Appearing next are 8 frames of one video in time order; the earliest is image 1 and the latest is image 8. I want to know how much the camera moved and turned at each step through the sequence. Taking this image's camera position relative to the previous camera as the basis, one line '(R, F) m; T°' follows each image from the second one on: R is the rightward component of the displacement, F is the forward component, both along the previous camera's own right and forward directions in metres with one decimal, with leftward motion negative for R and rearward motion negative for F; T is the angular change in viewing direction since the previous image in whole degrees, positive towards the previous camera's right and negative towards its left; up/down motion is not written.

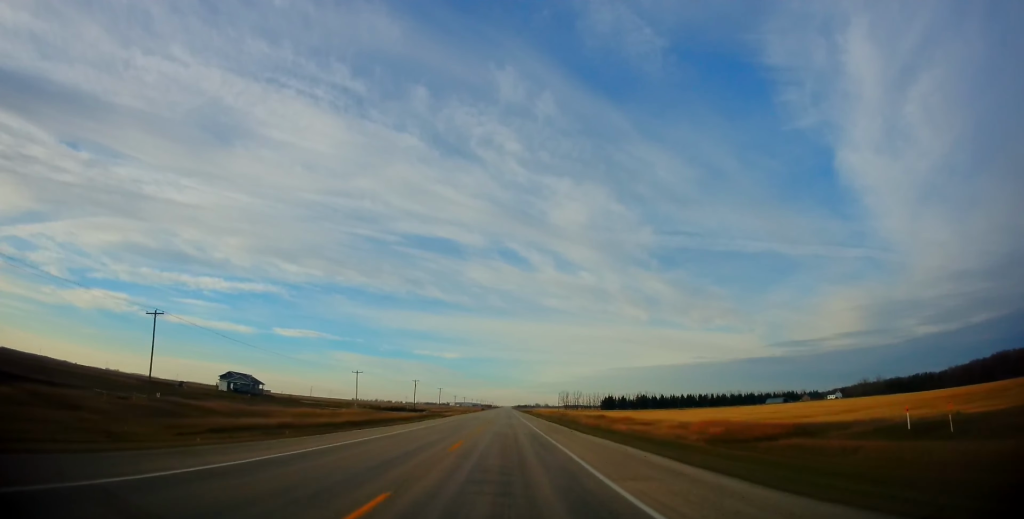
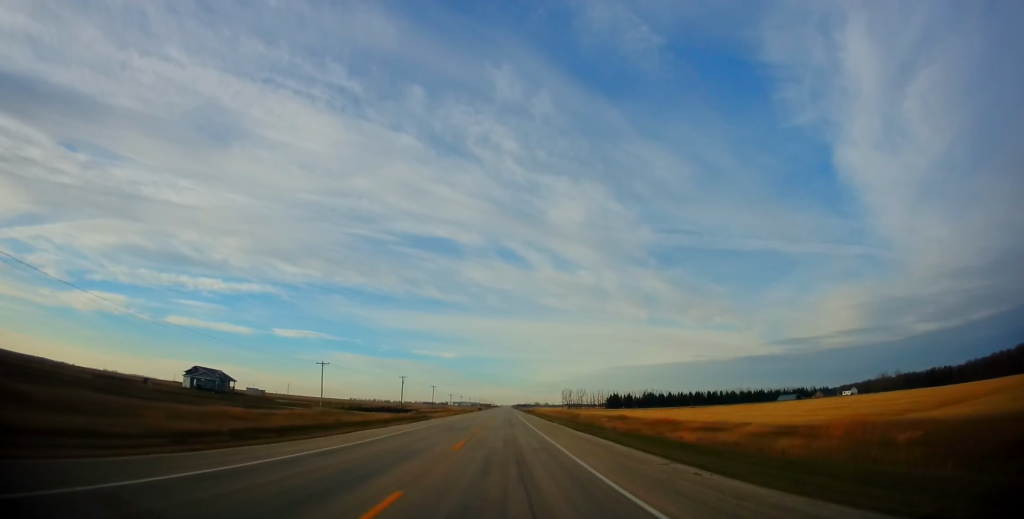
(+0.1, +23.5) m; -1°
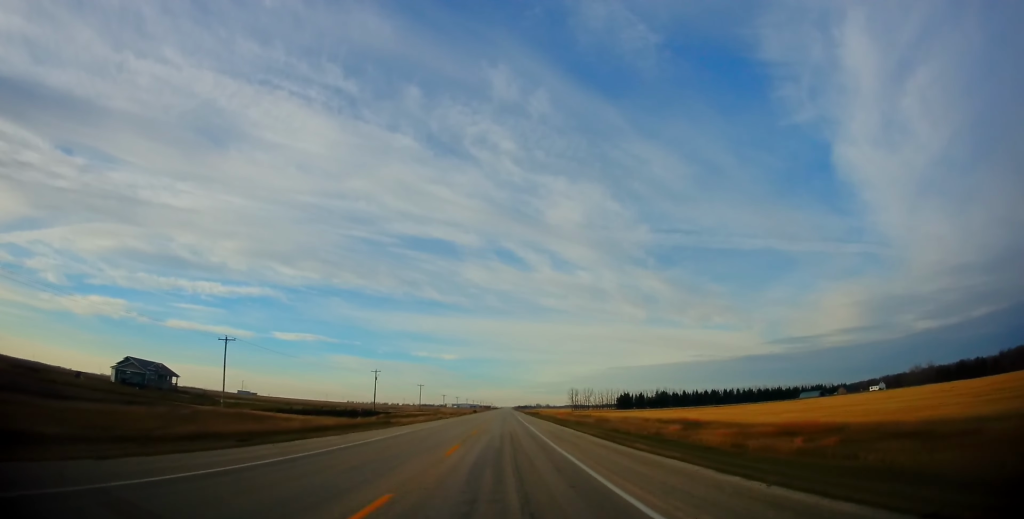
(-0.2, +36.4) m; +1°
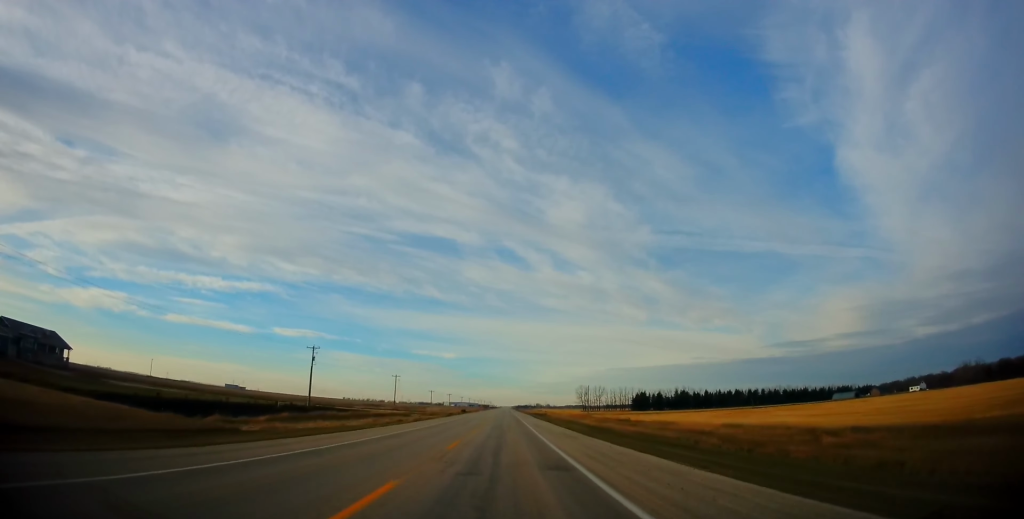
(+0.3, +46.4) m; 0°
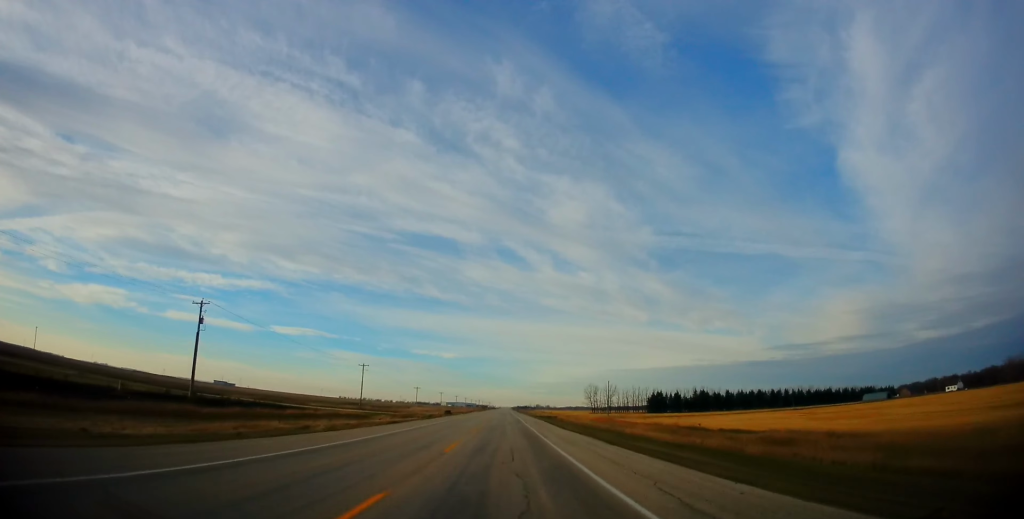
(-0.2, +35.6) m; 0°
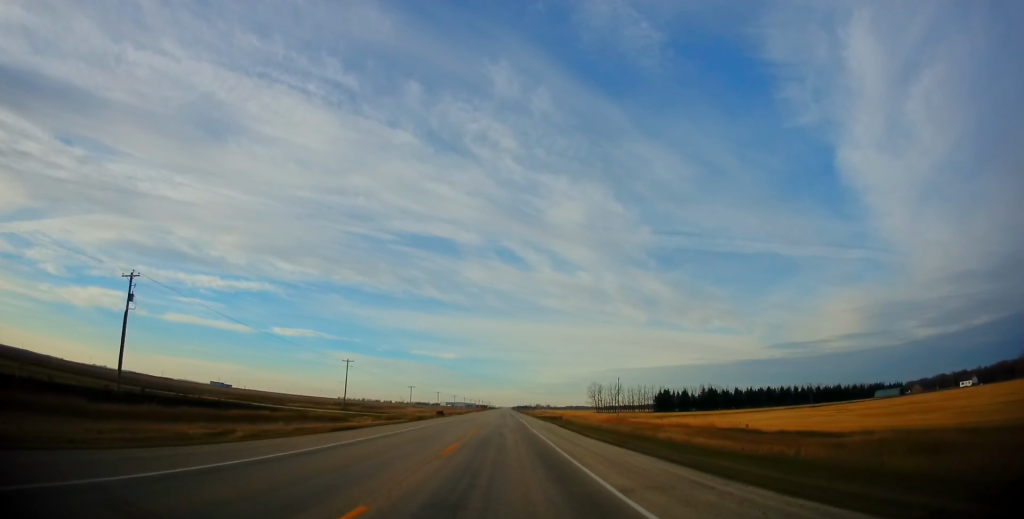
(0.0, +11.9) m; 0°
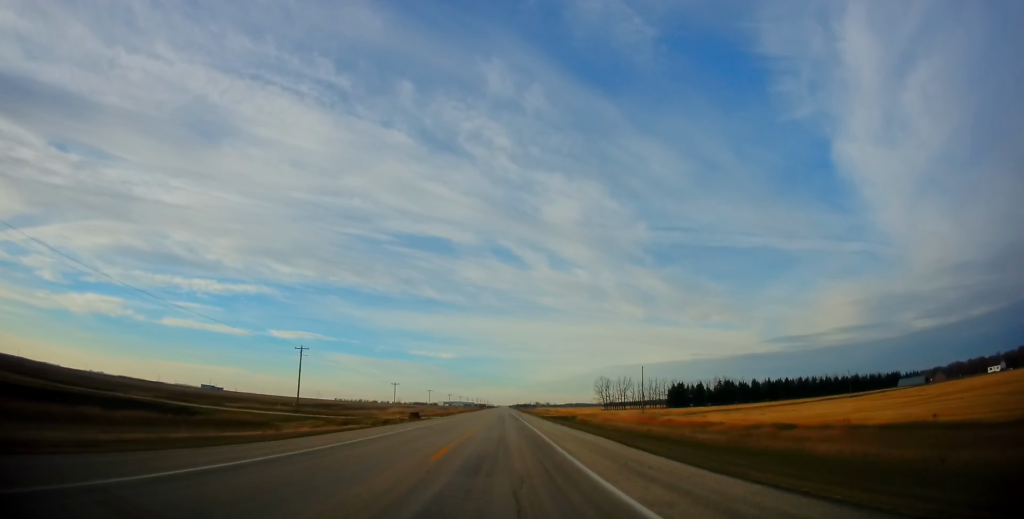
(-0.1, +23.1) m; 0°
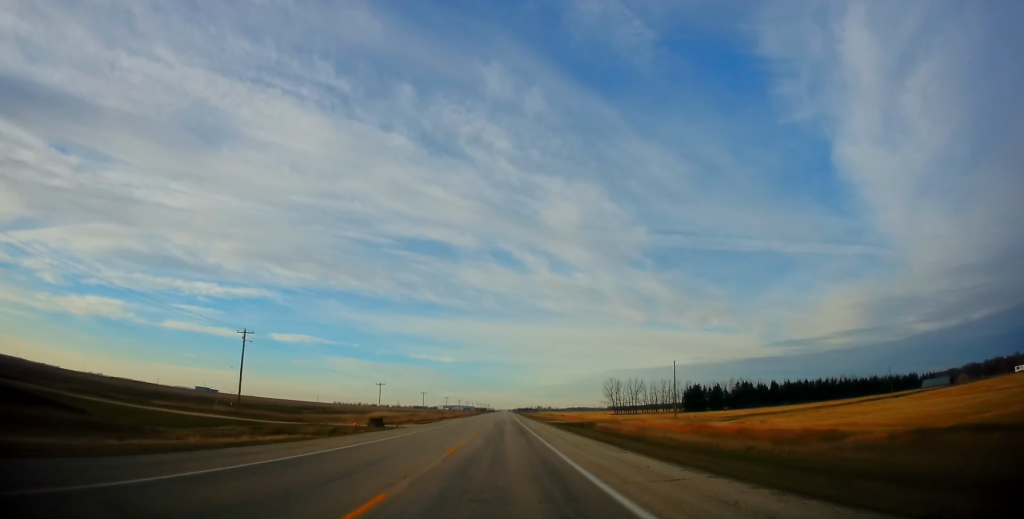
(-0.1, +18.8) m; 0°
